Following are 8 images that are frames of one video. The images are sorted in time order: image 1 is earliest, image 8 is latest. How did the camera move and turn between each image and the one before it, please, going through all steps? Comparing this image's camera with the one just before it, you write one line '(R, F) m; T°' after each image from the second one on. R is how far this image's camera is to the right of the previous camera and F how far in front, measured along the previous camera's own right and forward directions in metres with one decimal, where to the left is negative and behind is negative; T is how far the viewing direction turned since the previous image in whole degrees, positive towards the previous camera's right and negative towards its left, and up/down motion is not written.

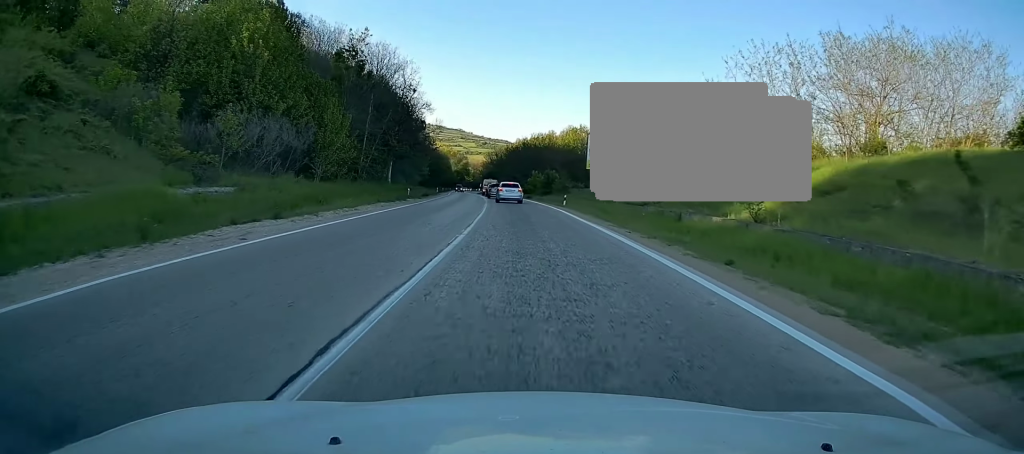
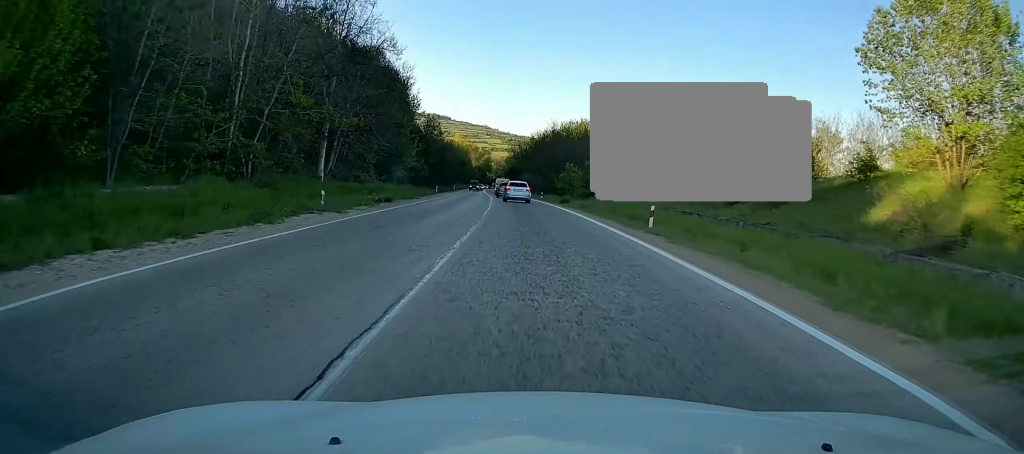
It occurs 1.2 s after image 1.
(-0.3, +25.8) m; -2°
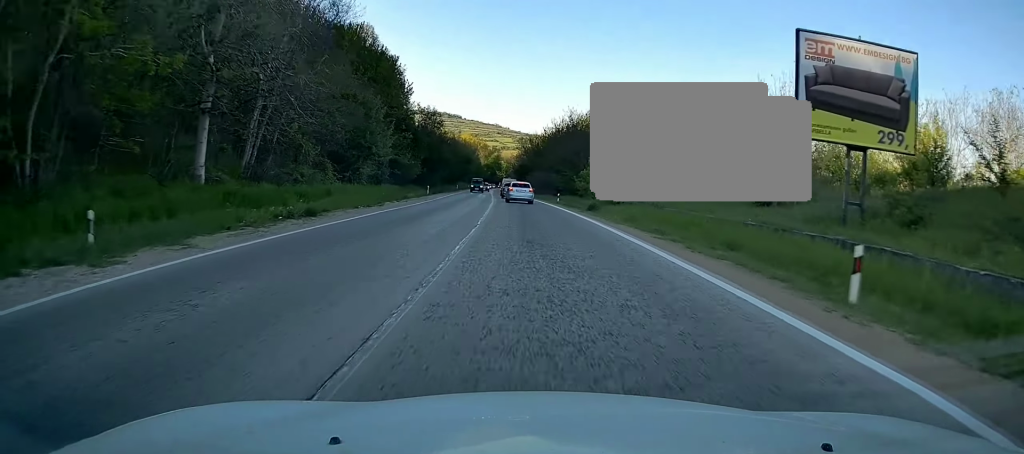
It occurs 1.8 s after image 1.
(-0.2, +13.9) m; -1°
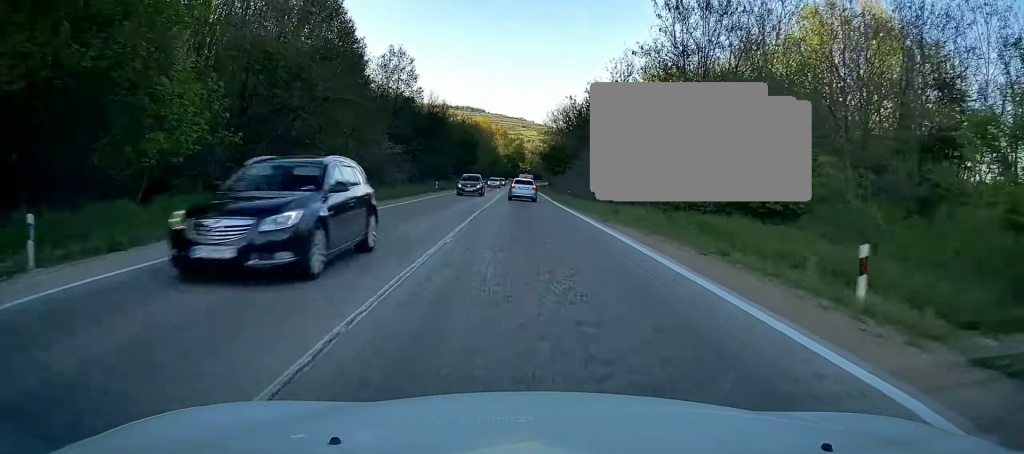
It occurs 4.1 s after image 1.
(-1.7, +50.3) m; -3°
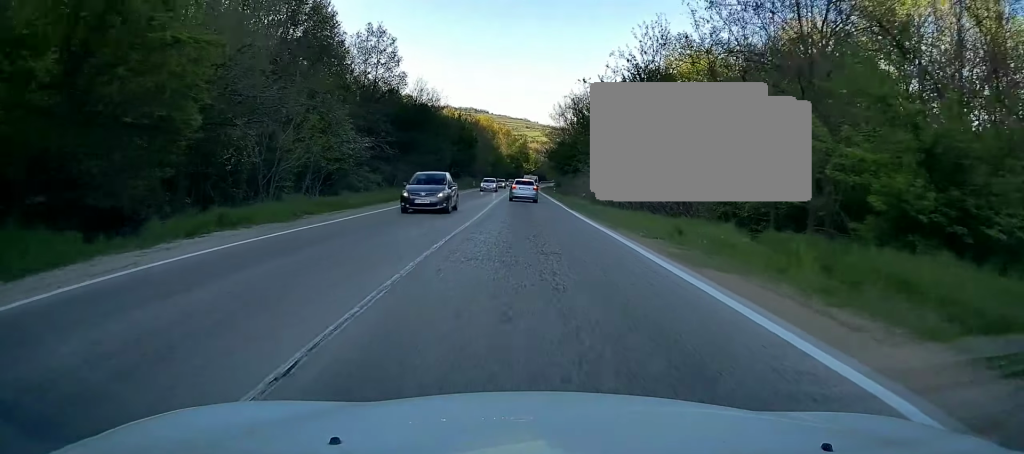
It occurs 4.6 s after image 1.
(0.0, +11.0) m; 0°
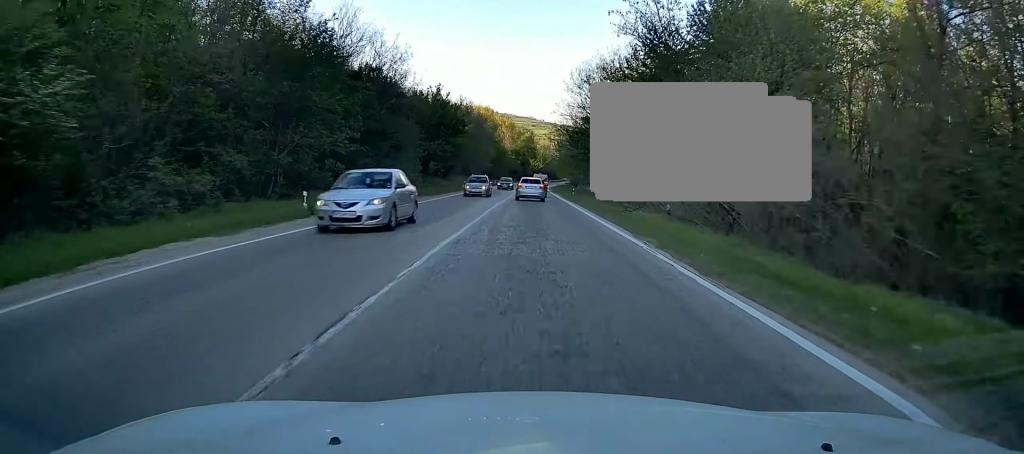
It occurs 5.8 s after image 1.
(+0.1, +26.1) m; +1°
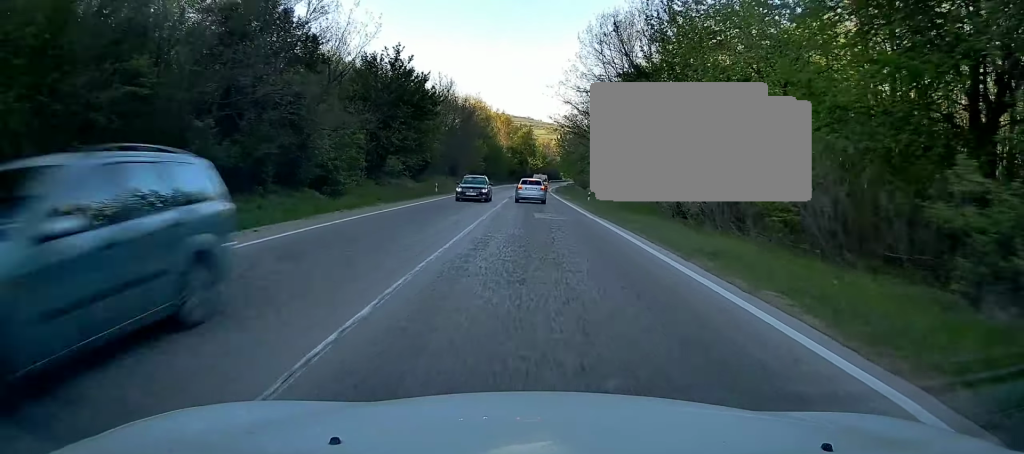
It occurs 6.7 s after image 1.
(+0.2, +19.5) m; -1°
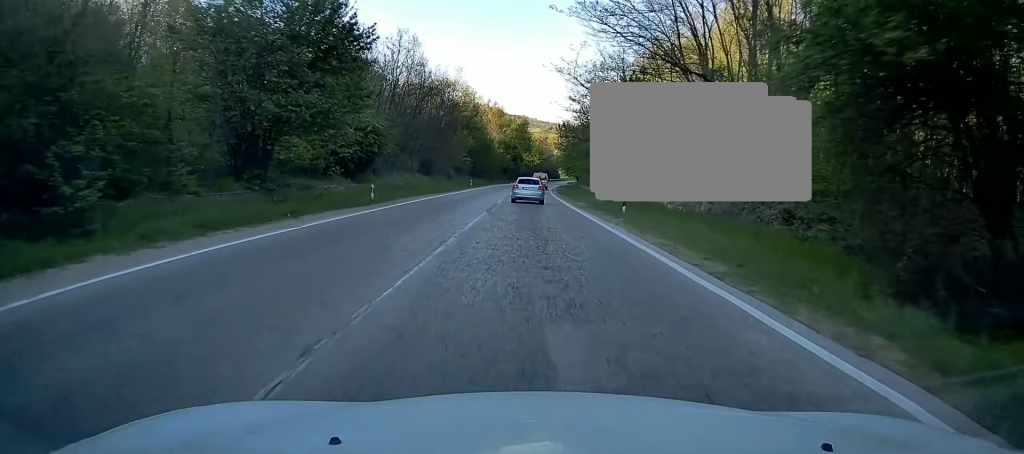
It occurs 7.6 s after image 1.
(-0.6, +20.2) m; 0°
